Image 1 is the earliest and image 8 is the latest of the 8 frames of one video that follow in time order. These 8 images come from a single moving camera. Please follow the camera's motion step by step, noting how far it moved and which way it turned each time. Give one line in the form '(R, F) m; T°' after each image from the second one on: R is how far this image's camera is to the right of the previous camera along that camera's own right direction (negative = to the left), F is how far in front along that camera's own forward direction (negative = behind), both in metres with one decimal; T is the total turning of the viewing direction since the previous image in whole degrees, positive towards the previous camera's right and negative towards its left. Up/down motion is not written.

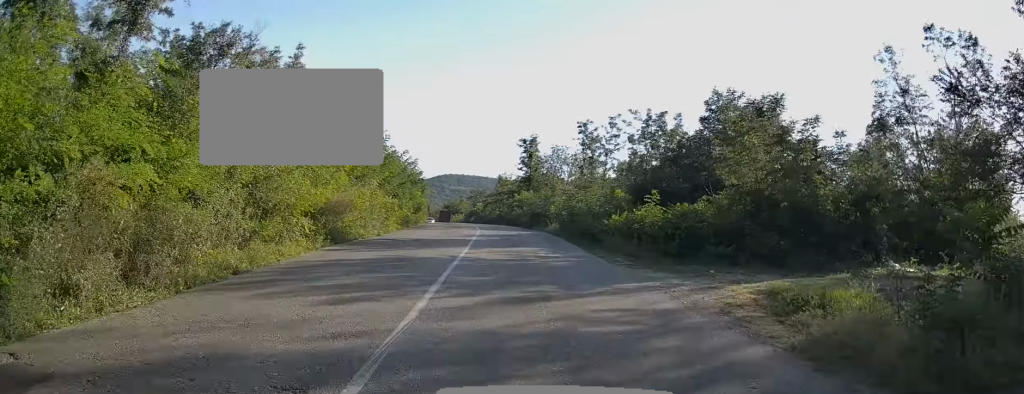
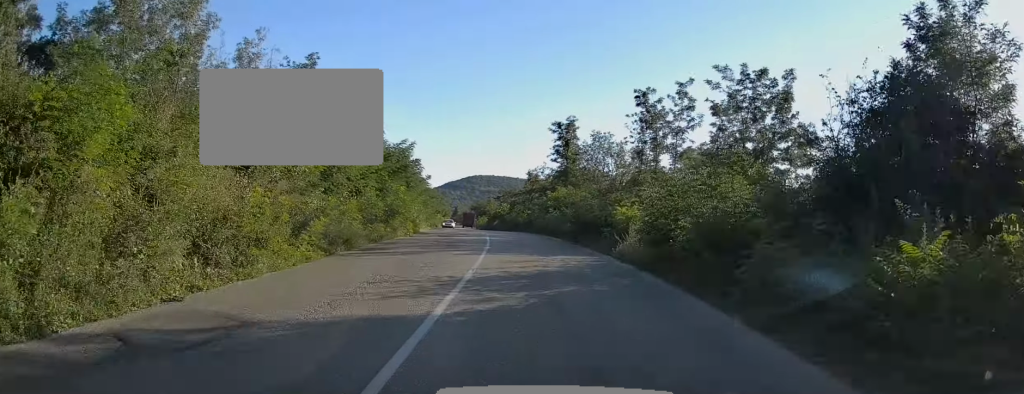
(-0.4, +14.2) m; -2°
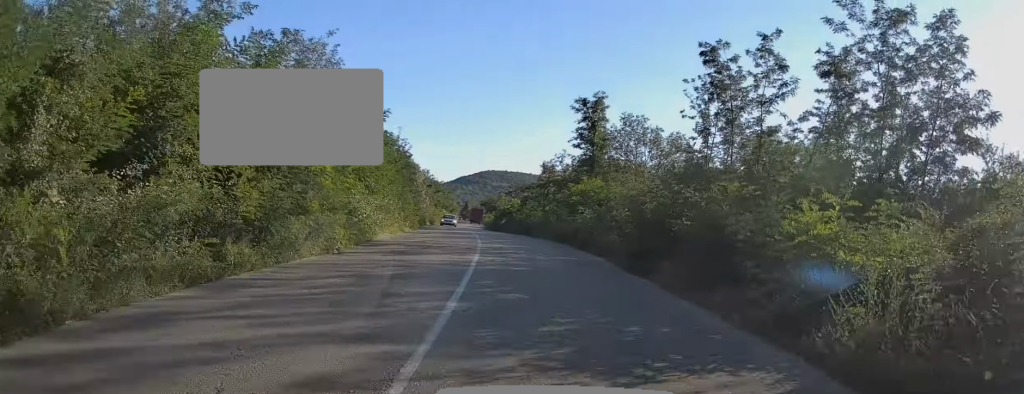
(-0.1, +10.9) m; -2°
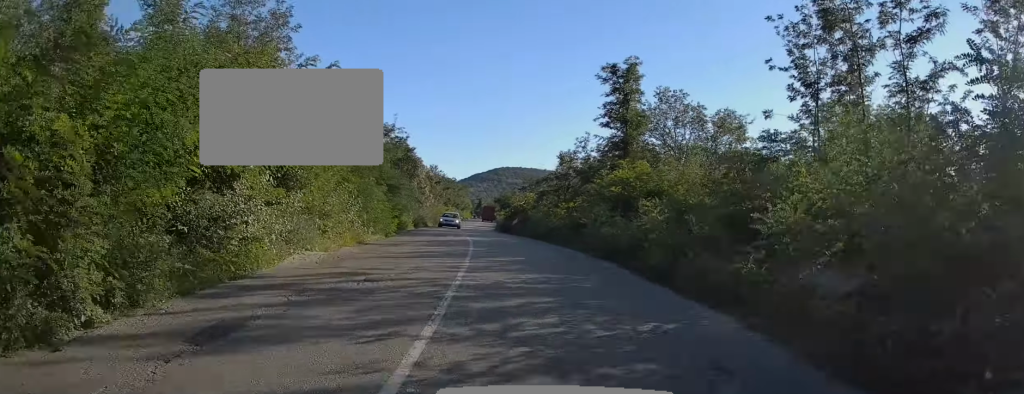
(0.0, +9.2) m; -1°
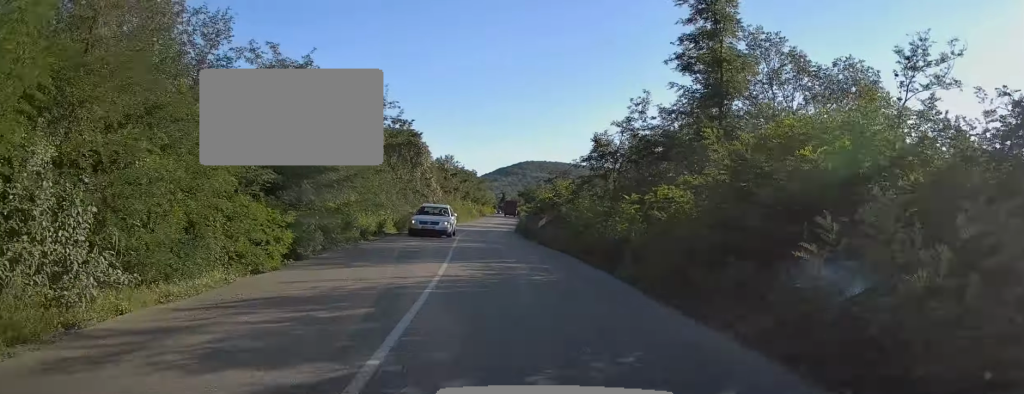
(-0.3, +13.9) m; -2°
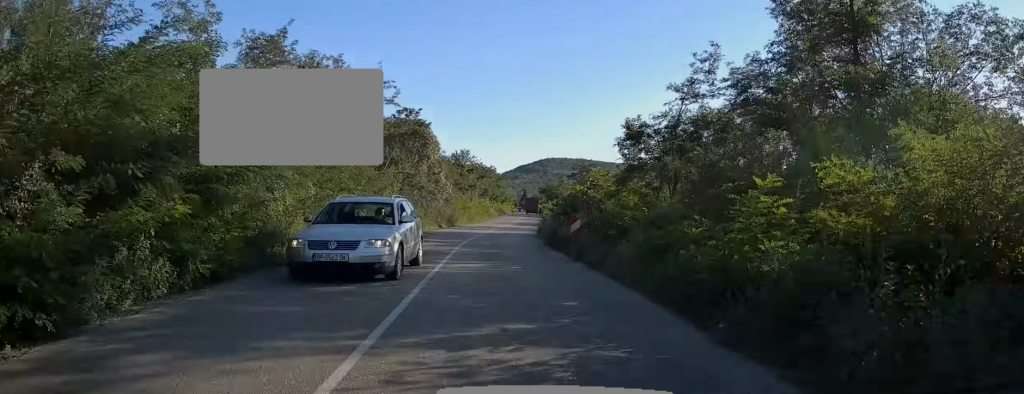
(0.0, +8.2) m; -1°
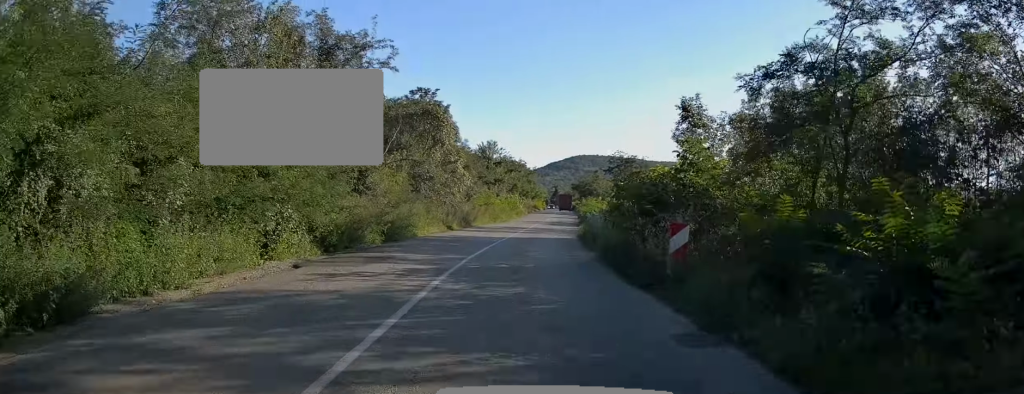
(-0.1, +9.8) m; -1°
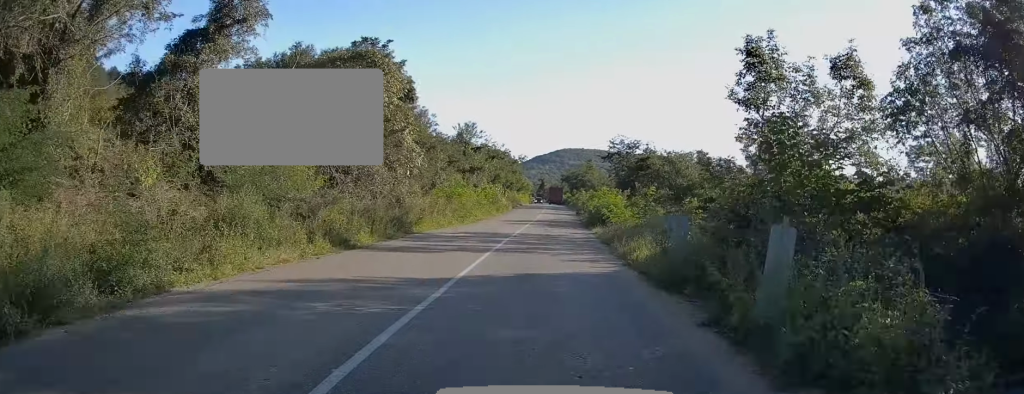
(-0.3, +16.3) m; 0°
